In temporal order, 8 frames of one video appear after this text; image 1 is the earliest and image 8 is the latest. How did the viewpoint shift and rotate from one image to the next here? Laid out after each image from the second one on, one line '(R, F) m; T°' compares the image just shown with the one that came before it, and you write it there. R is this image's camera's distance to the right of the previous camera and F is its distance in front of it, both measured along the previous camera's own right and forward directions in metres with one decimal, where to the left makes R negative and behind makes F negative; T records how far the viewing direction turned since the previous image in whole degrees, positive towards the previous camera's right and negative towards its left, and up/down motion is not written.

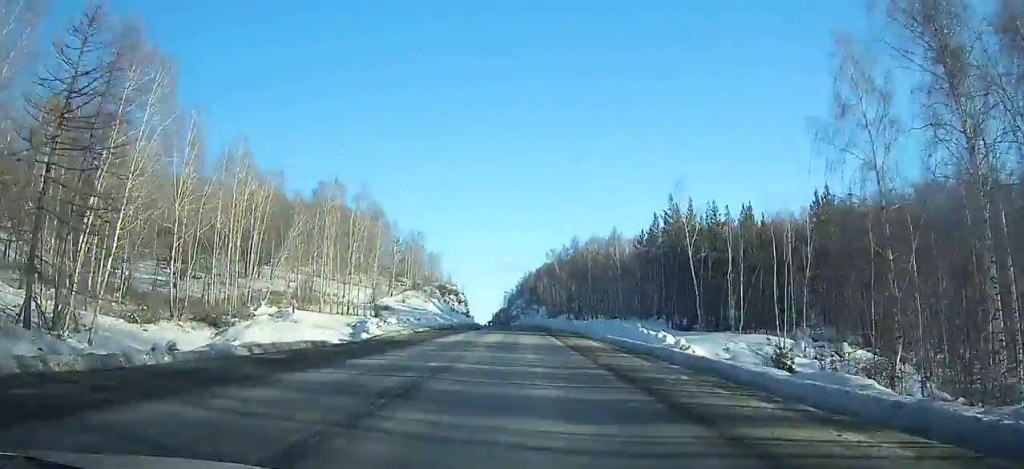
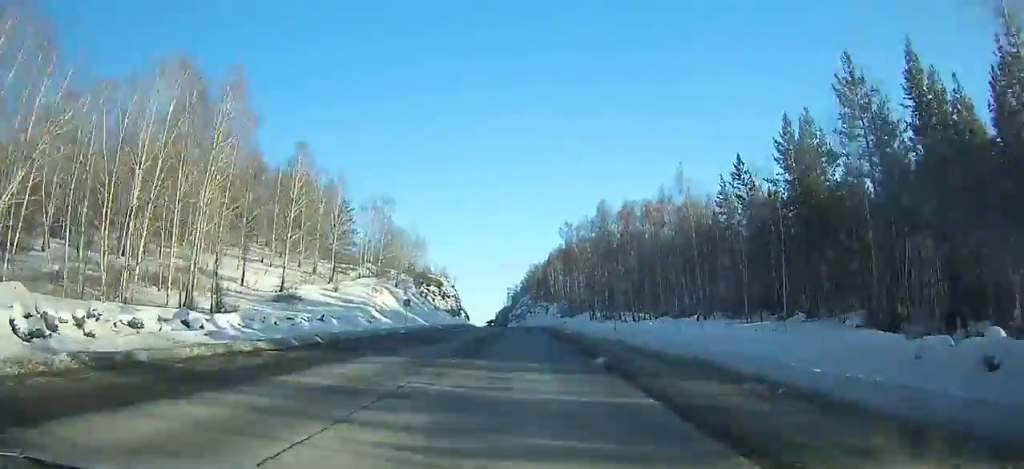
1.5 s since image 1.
(-0.1, +35.5) m; -1°
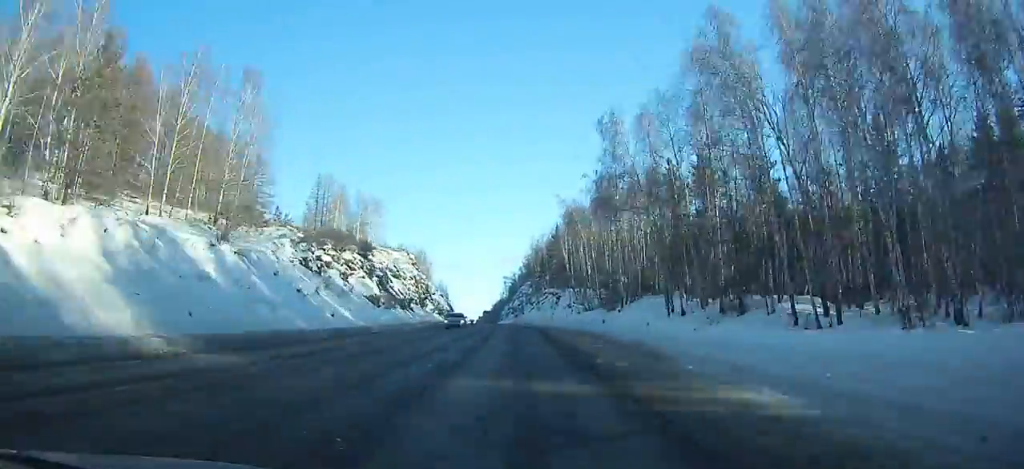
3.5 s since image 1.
(-0.2, +46.5) m; -1°
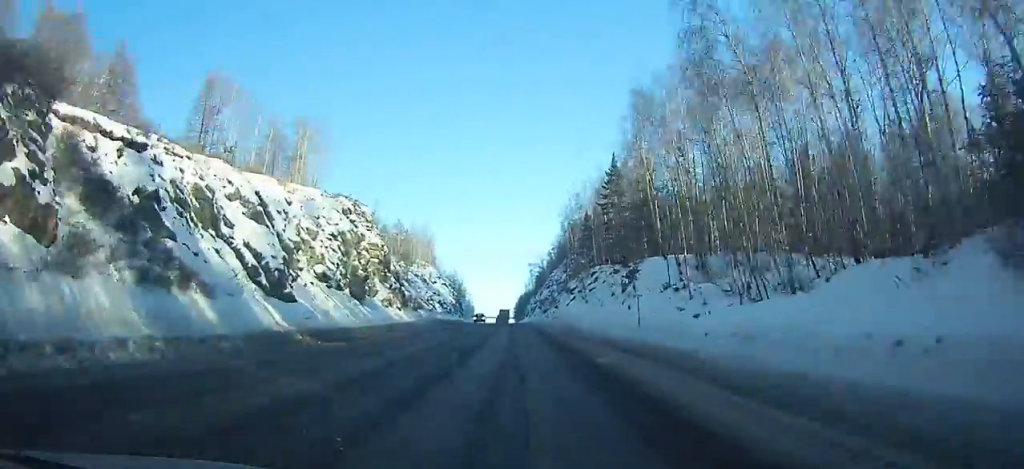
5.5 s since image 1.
(-0.7, +46.0) m; -1°
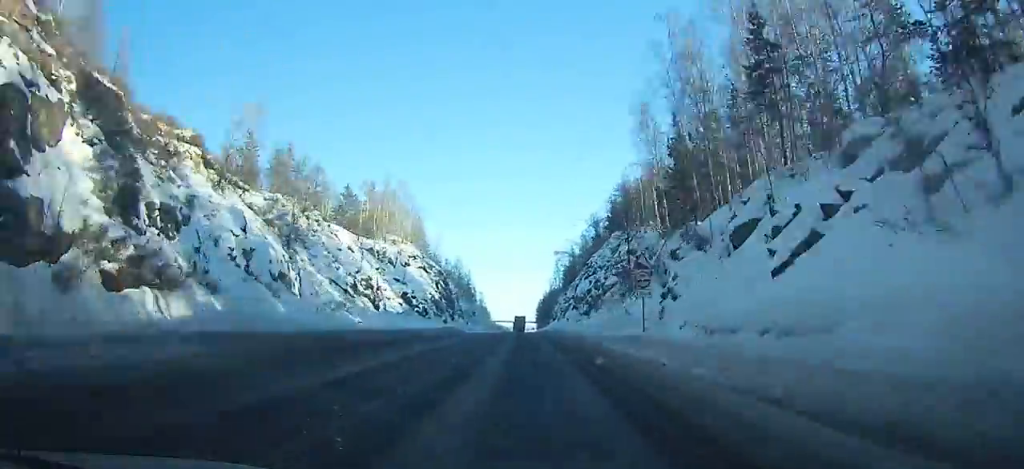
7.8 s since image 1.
(-0.8, +52.3) m; -1°
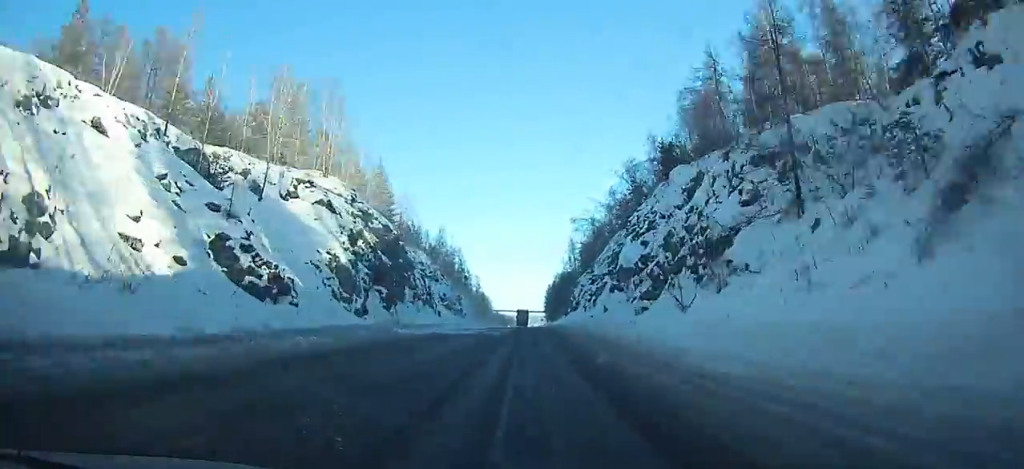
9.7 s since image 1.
(-0.4, +43.0) m; -1°
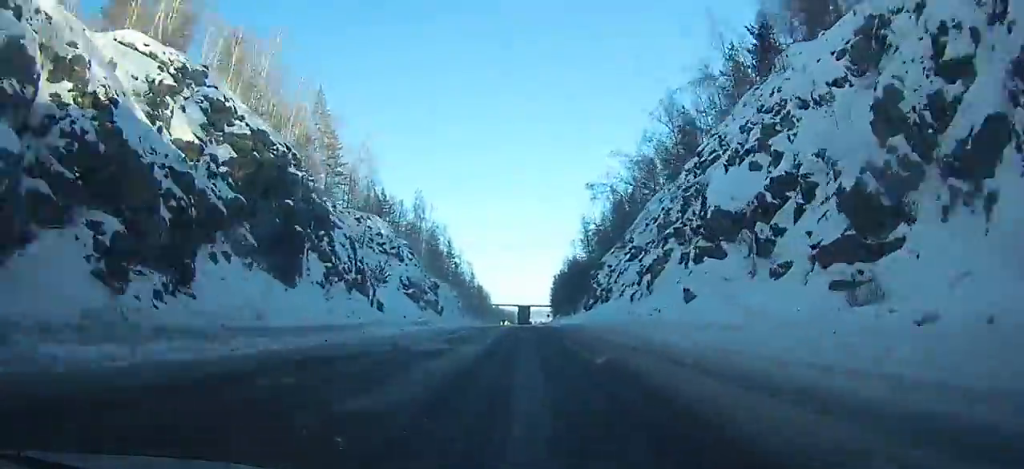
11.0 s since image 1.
(-0.1, +29.4) m; 0°
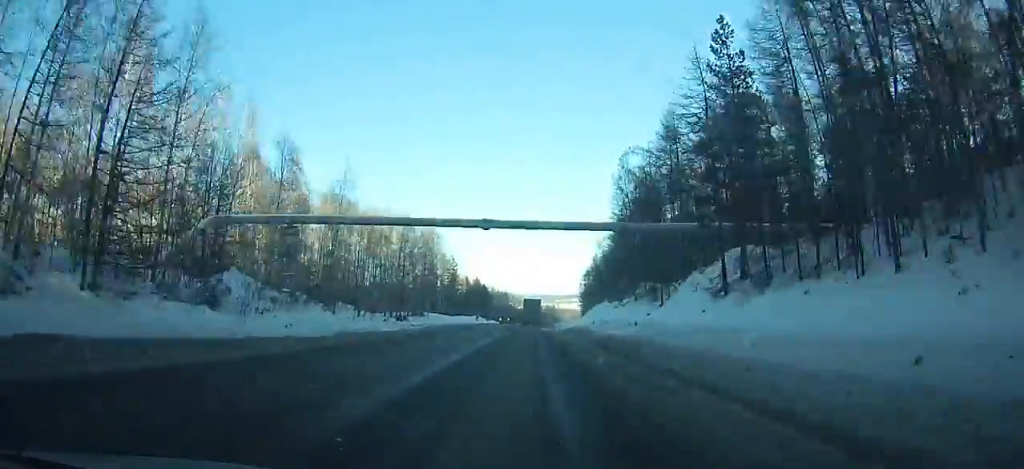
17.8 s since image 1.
(-1.7, +152.6) m; 0°
